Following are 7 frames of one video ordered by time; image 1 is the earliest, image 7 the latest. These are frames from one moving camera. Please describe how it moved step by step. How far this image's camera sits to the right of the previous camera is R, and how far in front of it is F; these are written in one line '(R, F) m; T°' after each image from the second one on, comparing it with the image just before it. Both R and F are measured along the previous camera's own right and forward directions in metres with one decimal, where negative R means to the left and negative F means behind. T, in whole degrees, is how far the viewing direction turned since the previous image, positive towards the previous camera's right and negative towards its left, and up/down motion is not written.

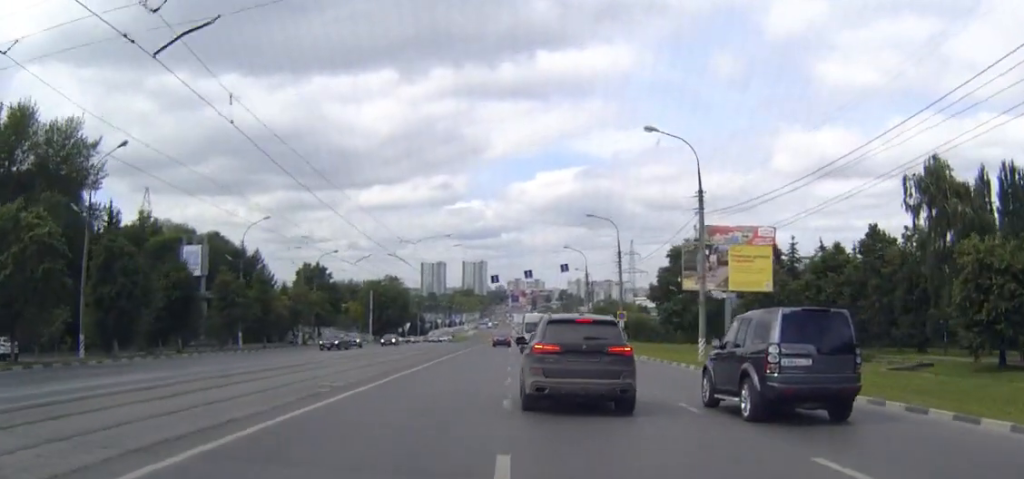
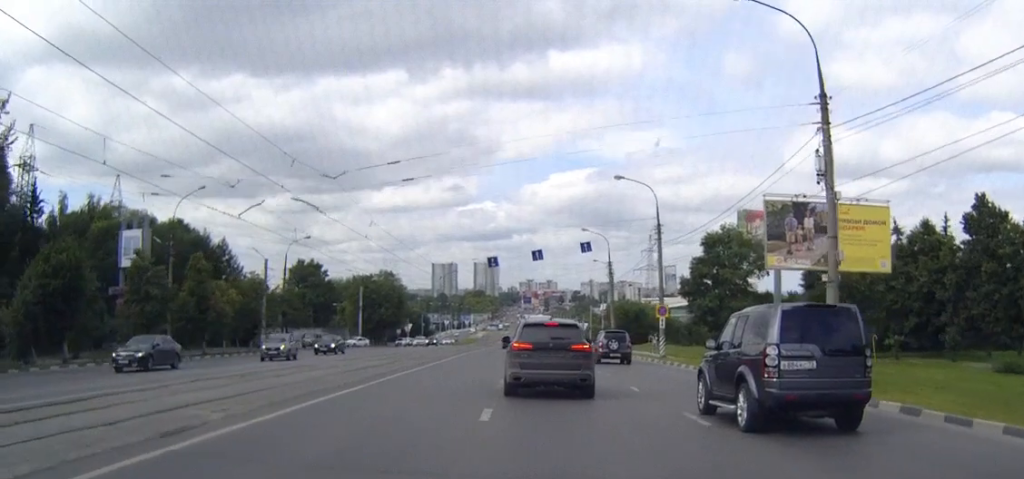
(0.0, +18.1) m; -1°
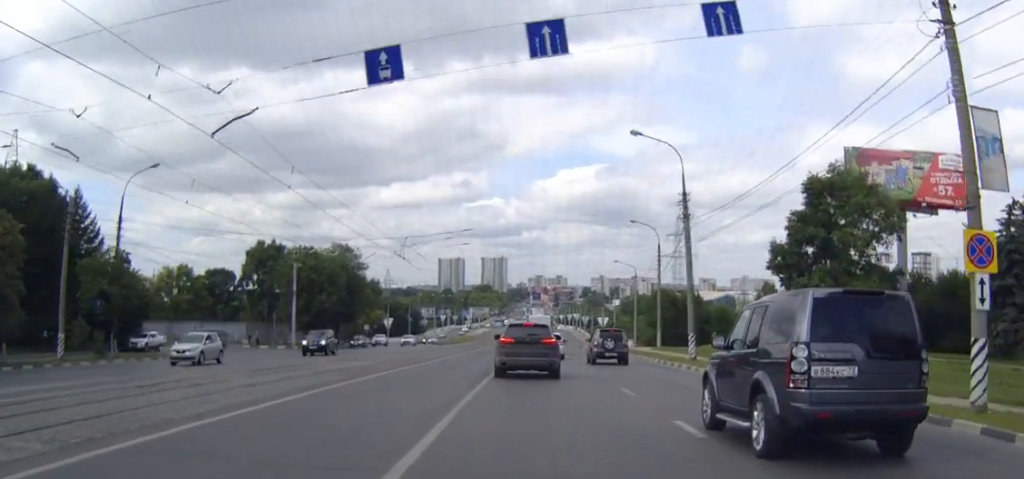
(-0.4, +40.3) m; -1°
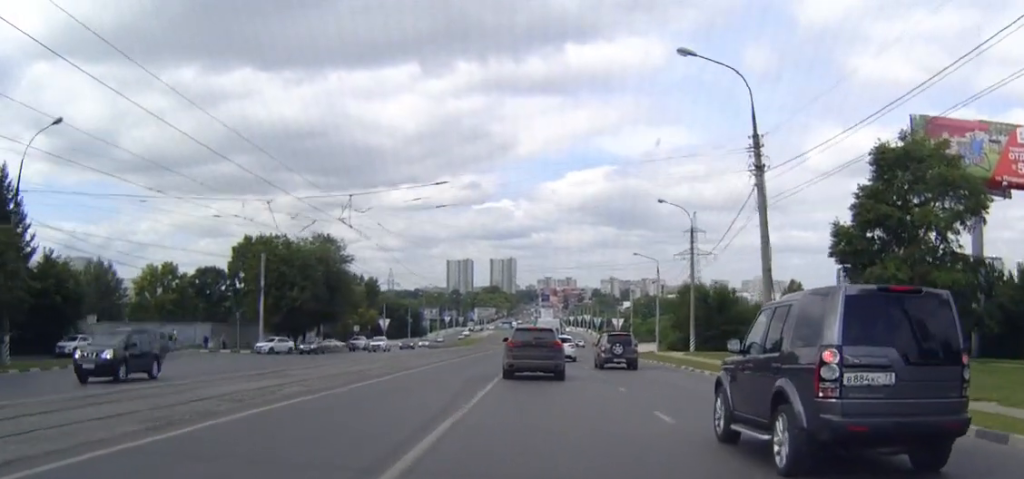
(0.0, +13.7) m; 0°
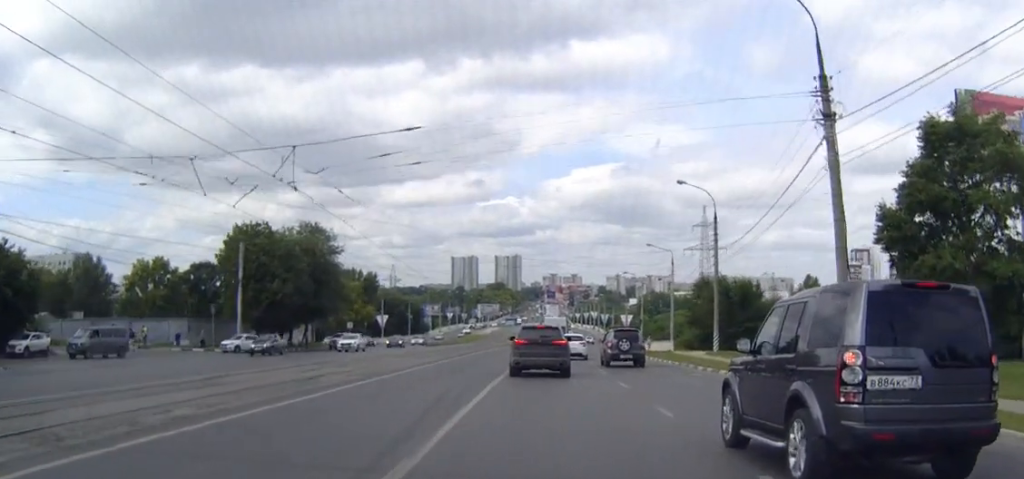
(0.0, +7.4) m; 0°
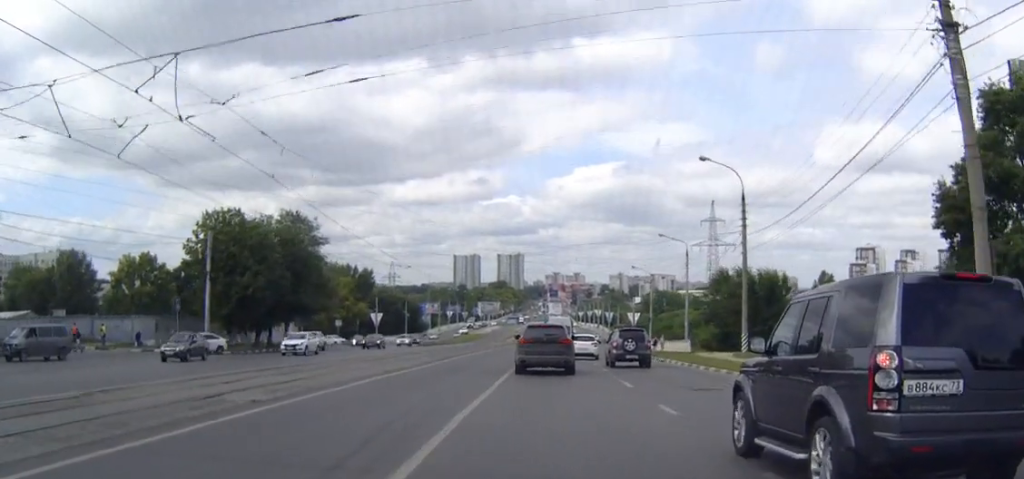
(0.0, +7.9) m; 0°
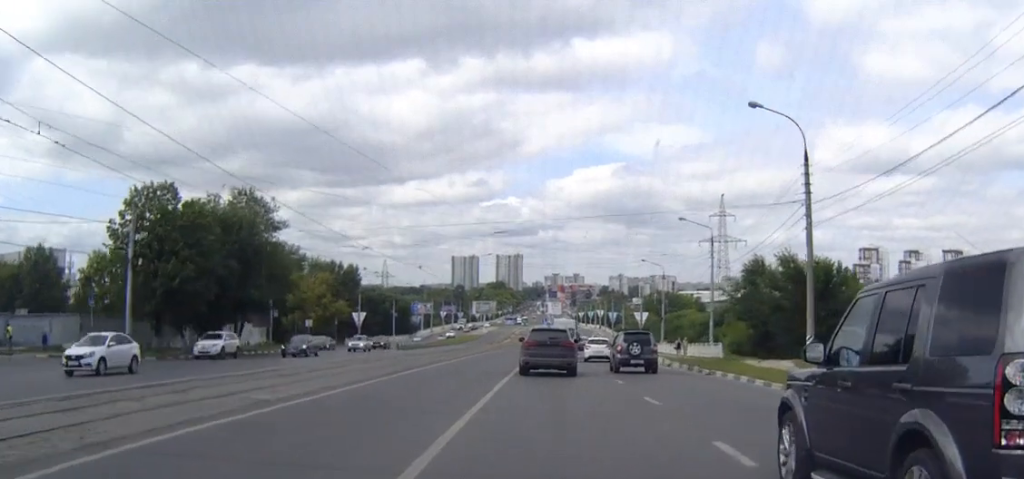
(0.0, +13.4) m; 0°
